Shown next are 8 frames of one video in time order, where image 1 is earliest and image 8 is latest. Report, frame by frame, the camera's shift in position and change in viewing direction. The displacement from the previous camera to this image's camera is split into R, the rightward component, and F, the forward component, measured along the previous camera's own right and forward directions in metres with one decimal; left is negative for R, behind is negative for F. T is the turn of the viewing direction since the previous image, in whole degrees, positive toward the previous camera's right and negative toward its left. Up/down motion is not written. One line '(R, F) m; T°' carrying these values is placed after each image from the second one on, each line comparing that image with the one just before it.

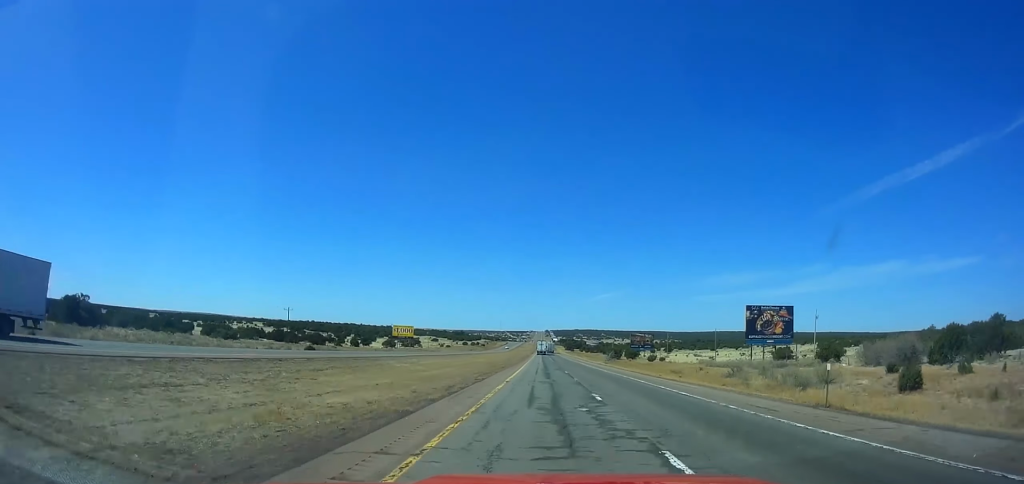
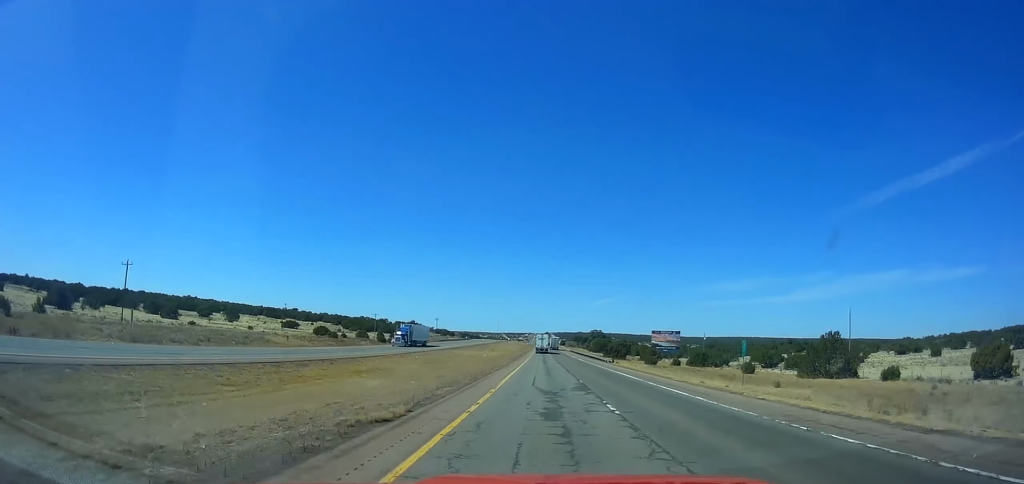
(+0.2, +298.4) m; 0°
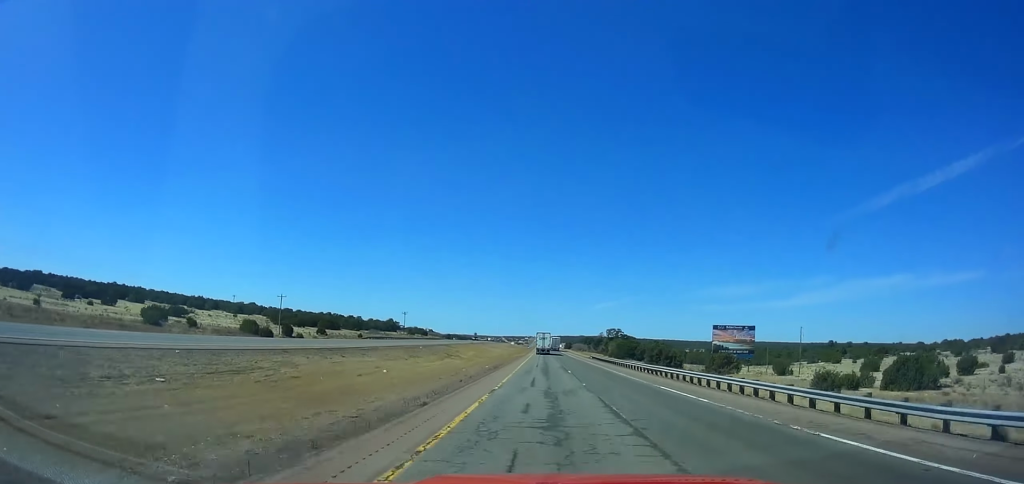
(0.0, +75.0) m; 0°
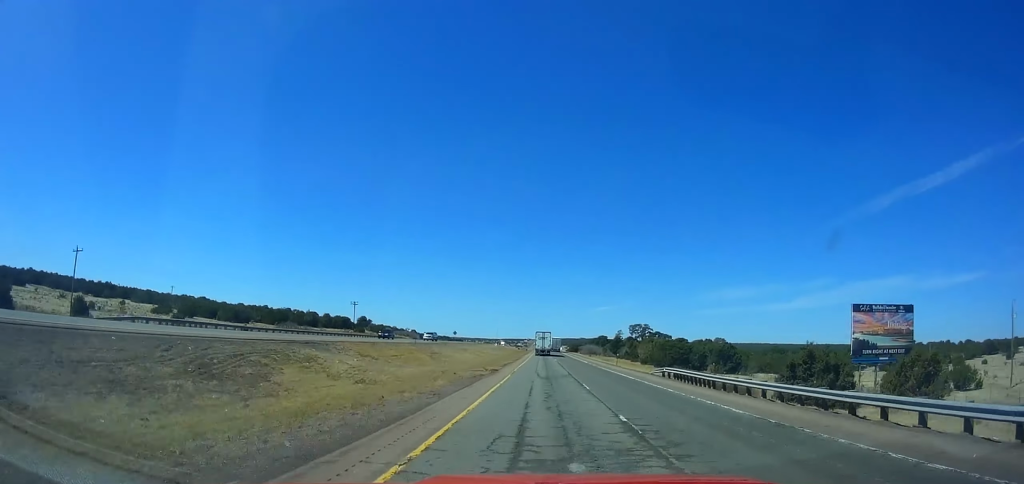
(0.0, +63.9) m; 0°
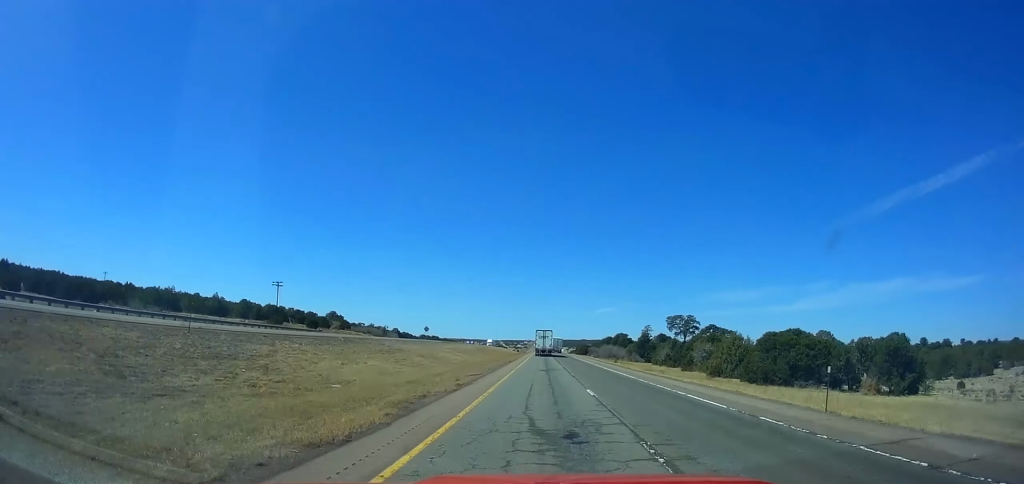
(0.0, +53.2) m; 0°
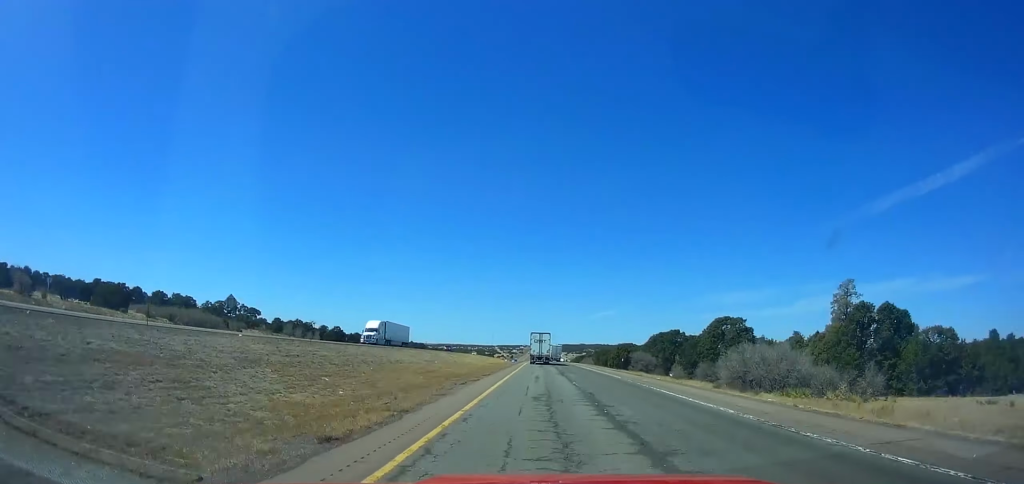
(+0.1, +102.2) m; 0°
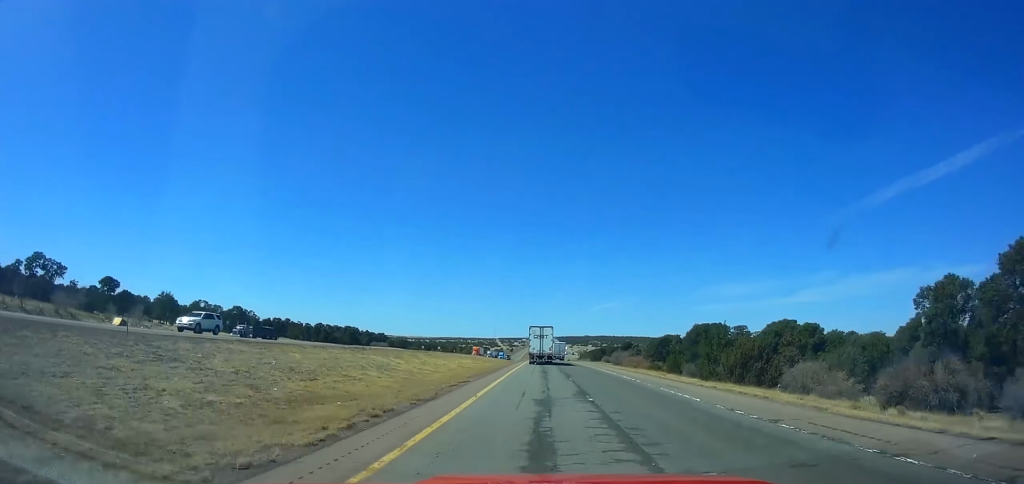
(+0.7, +94.1) m; 0°
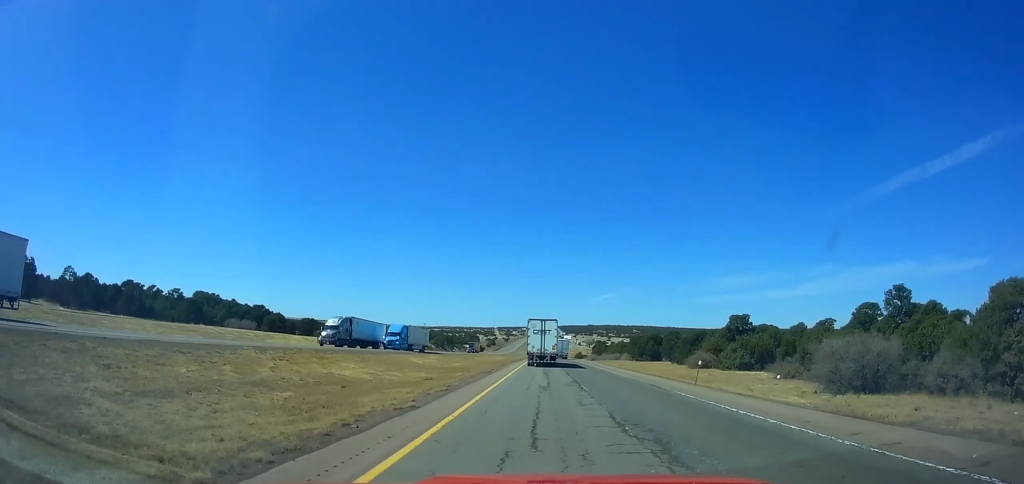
(-1.2, +116.2) m; 0°
